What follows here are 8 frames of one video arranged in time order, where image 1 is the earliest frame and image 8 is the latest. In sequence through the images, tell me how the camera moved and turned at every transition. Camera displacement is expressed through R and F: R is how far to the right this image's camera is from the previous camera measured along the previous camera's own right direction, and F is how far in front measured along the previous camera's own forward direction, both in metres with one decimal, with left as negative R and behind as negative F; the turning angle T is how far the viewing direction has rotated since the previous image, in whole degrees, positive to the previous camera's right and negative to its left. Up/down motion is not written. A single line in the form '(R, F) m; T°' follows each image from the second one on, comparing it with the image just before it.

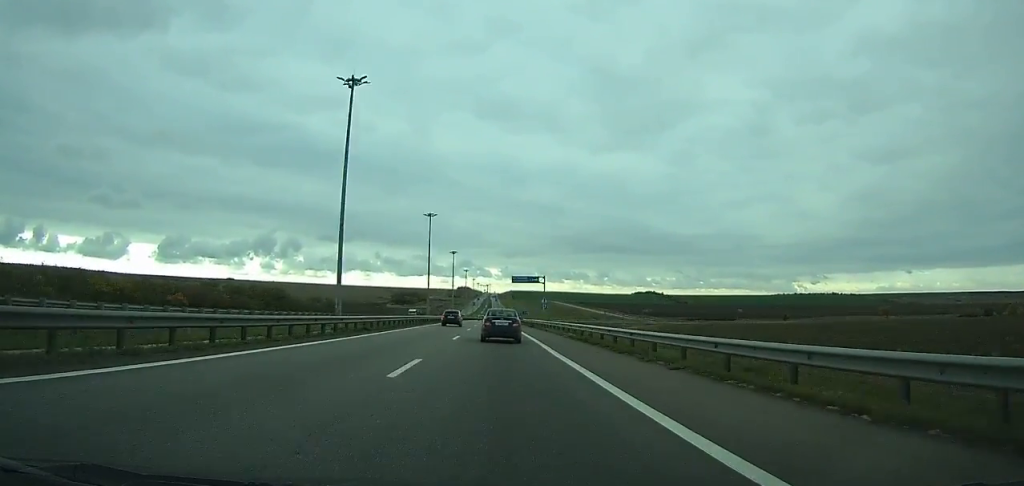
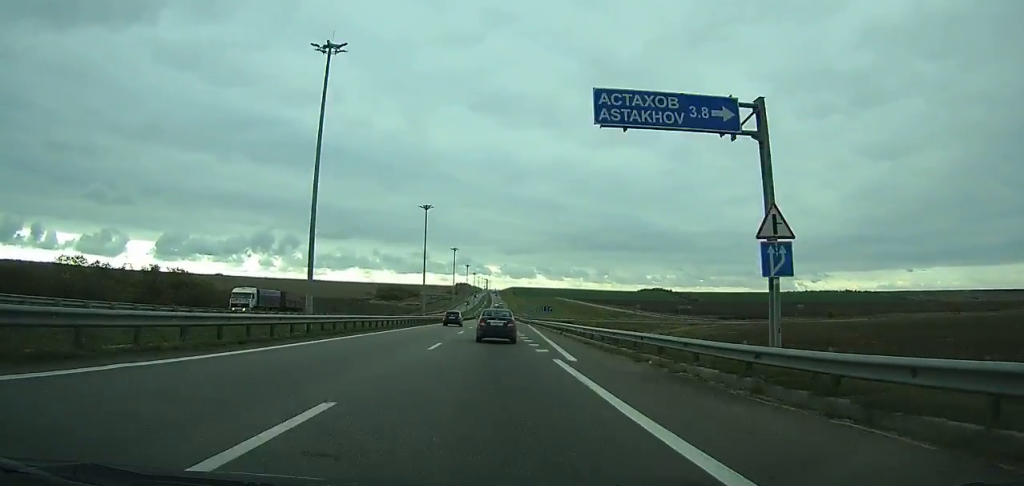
(0.0, +71.2) m; 0°
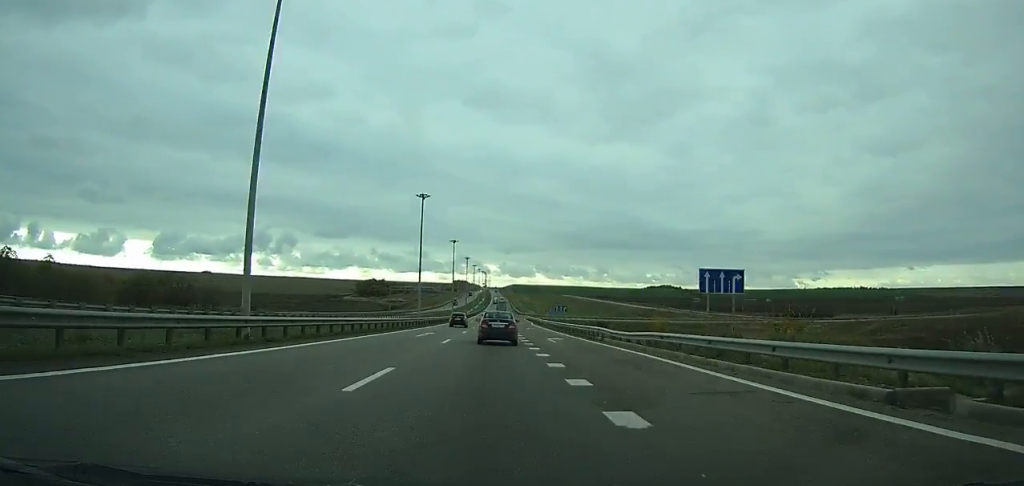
(-0.1, +74.4) m; 0°
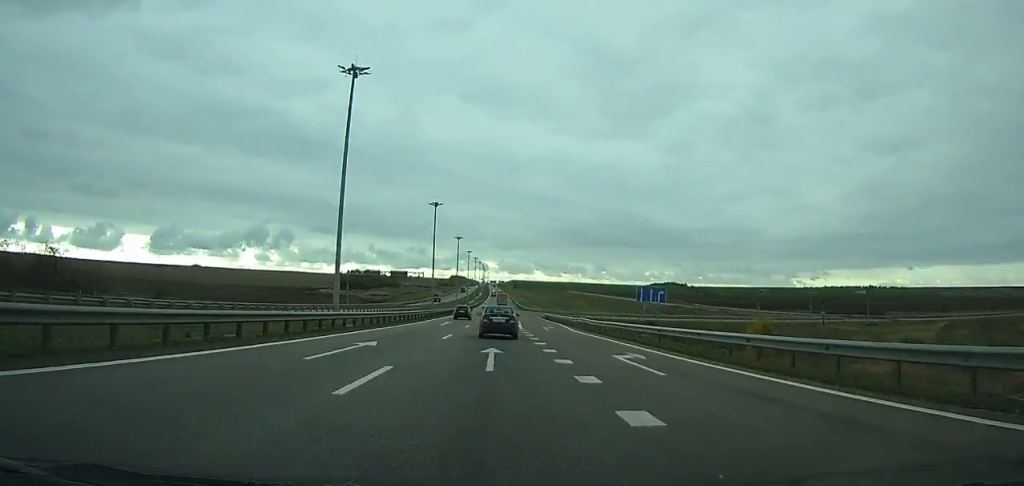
(0.0, +48.7) m; 0°
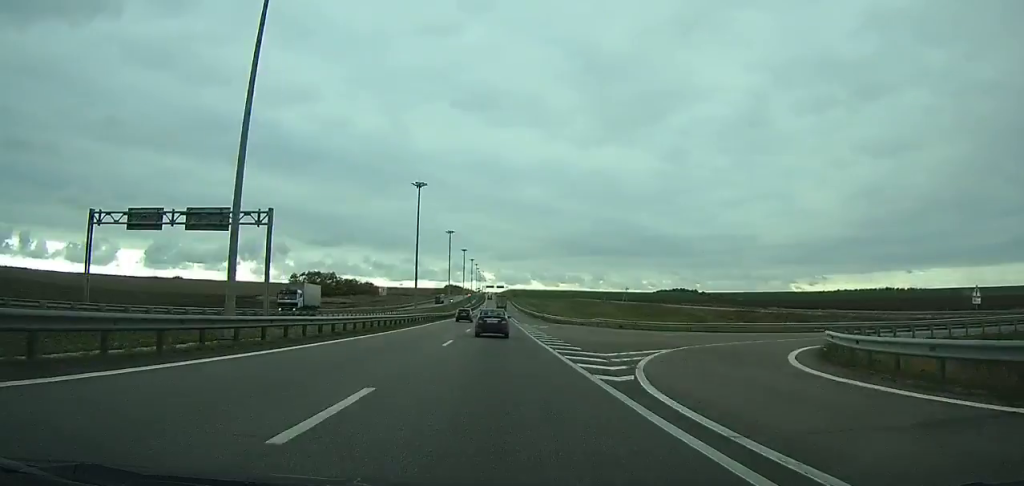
(+0.1, +83.2) m; 0°
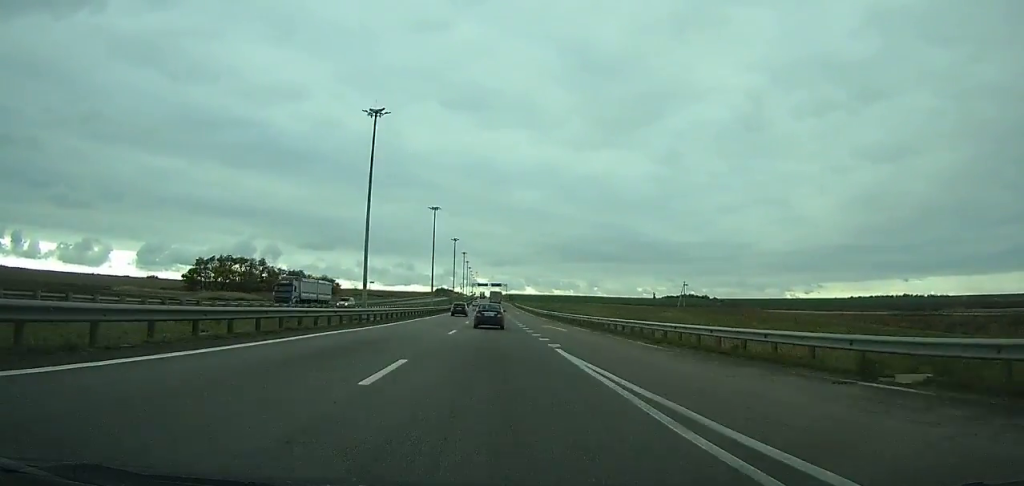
(+0.2, +91.7) m; 0°
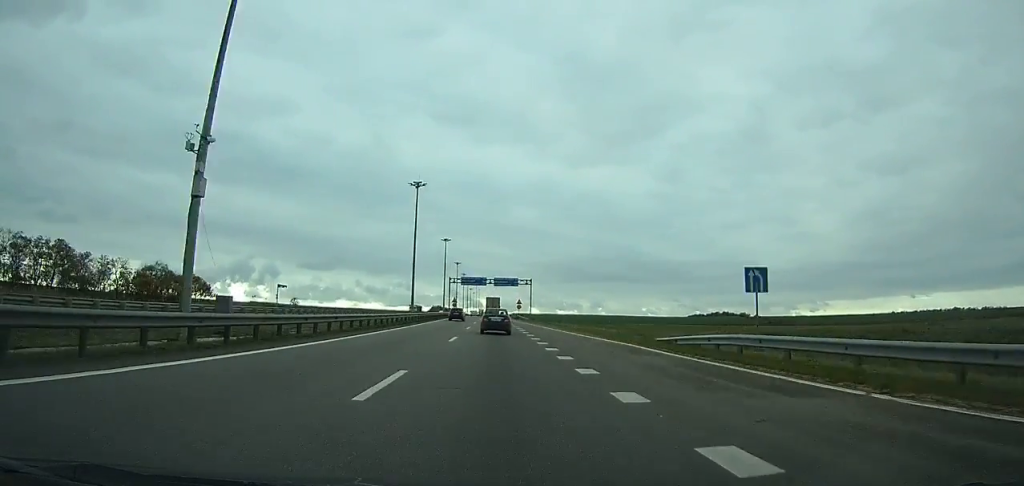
(-0.2, +159.0) m; 0°
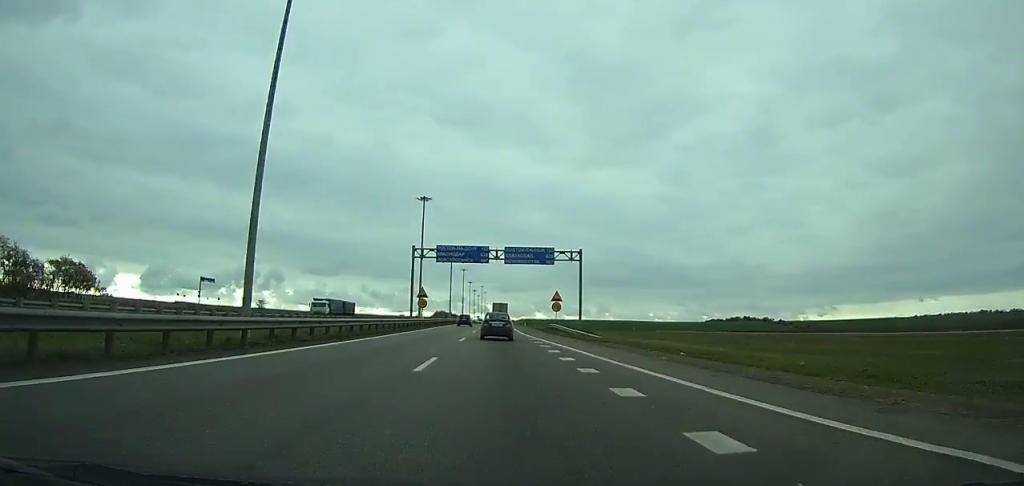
(-0.1, +61.1) m; 0°
